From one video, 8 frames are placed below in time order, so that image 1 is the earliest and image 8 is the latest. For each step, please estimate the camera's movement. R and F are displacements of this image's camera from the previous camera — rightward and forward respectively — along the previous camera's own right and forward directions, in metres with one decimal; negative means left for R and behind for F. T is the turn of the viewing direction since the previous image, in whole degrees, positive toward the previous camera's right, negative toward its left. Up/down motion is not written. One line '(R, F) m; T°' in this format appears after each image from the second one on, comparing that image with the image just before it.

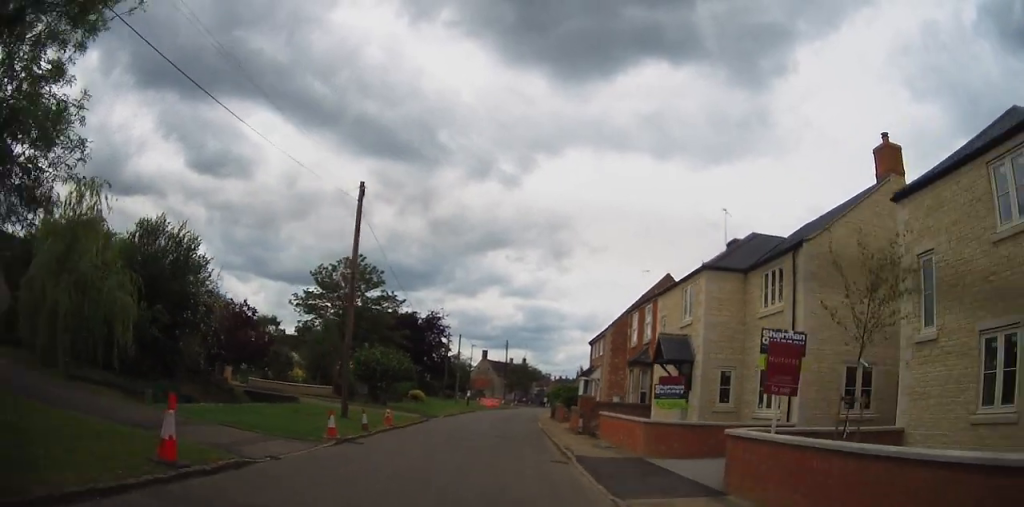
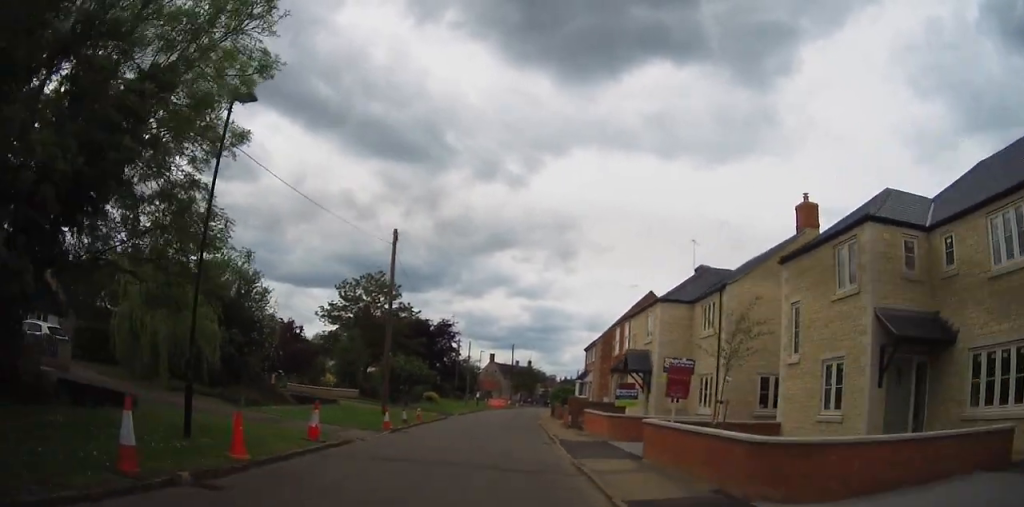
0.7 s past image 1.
(0.0, +6.6) m; 0°
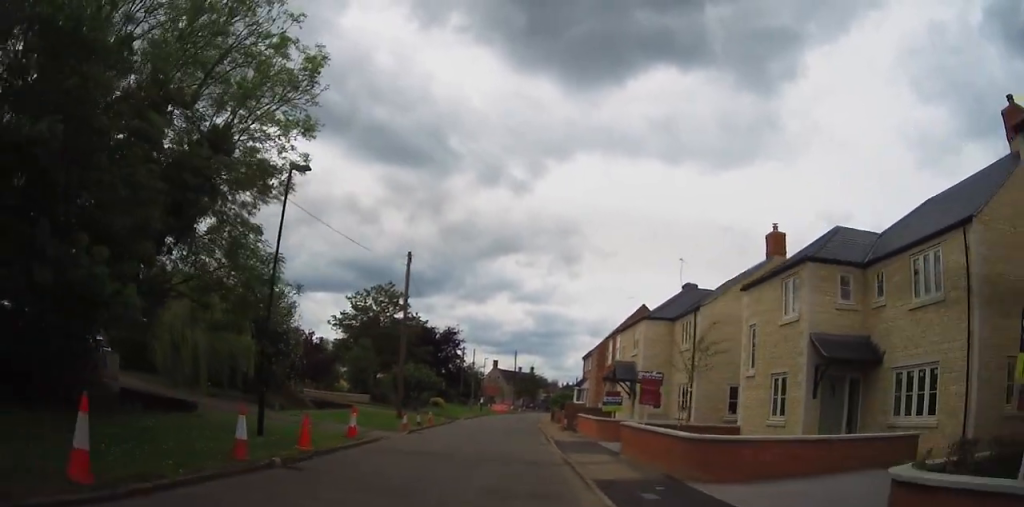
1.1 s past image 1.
(0.0, +3.7) m; 0°
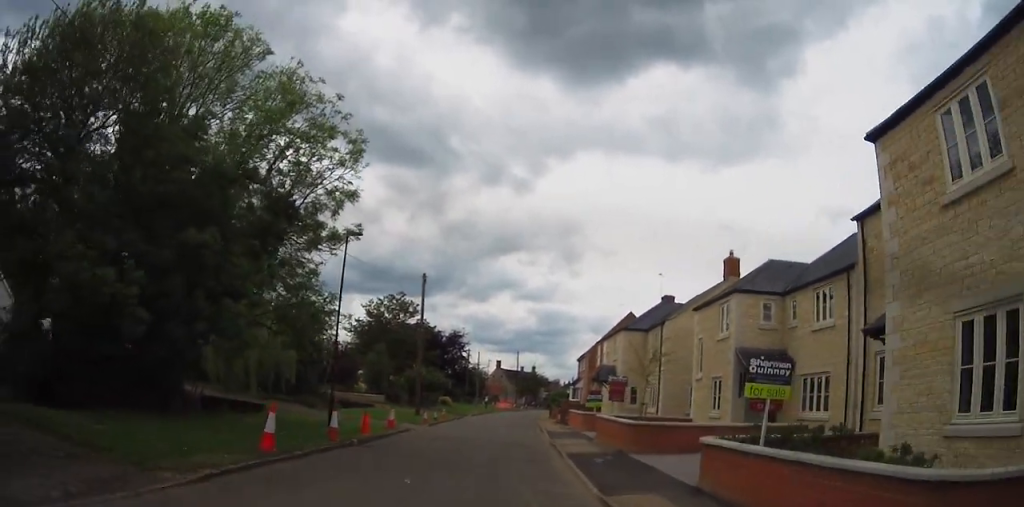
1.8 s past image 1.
(+0.1, +6.2) m; -2°
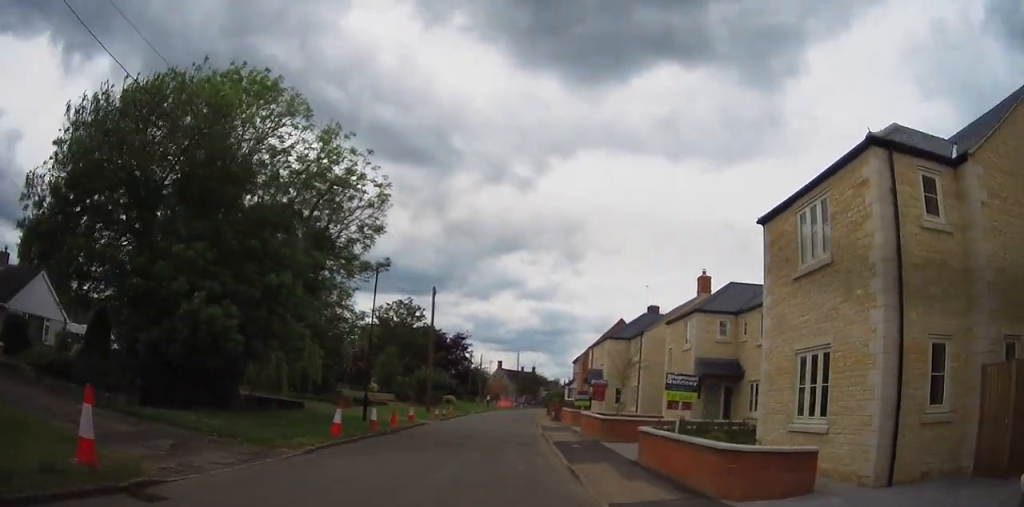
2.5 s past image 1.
(-0.2, +5.3) m; 0°
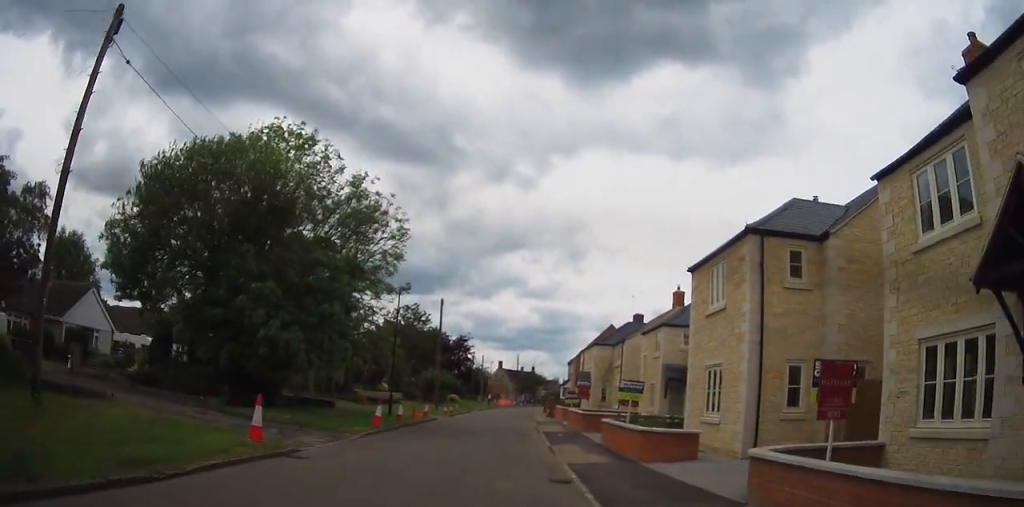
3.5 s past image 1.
(0.0, +6.2) m; +1°
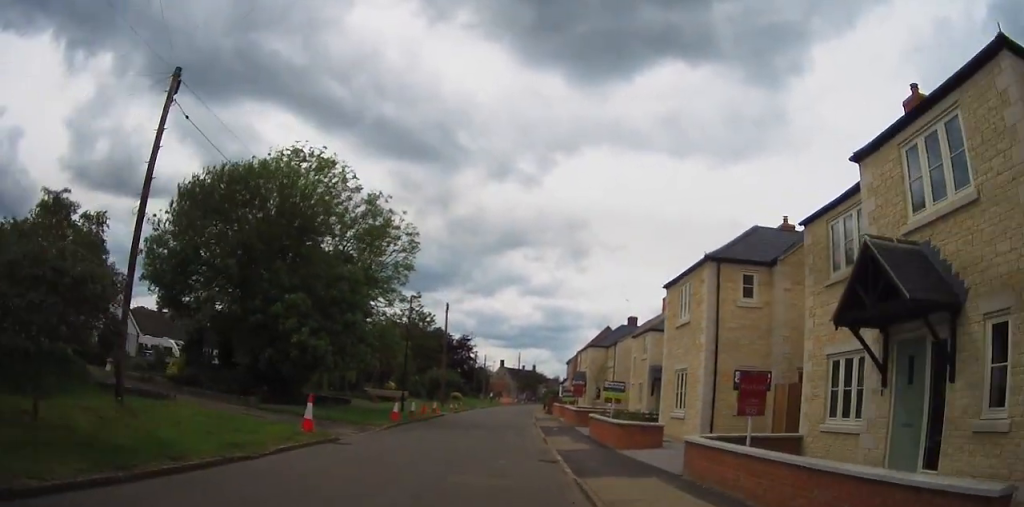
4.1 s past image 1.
(+0.3, +3.6) m; +1°
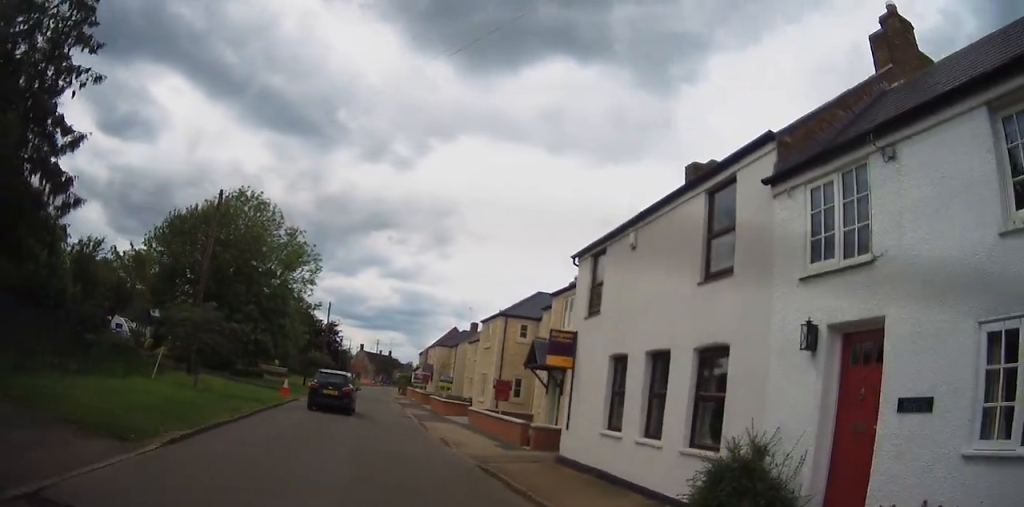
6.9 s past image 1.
(+1.4, +14.6) m; +13°
